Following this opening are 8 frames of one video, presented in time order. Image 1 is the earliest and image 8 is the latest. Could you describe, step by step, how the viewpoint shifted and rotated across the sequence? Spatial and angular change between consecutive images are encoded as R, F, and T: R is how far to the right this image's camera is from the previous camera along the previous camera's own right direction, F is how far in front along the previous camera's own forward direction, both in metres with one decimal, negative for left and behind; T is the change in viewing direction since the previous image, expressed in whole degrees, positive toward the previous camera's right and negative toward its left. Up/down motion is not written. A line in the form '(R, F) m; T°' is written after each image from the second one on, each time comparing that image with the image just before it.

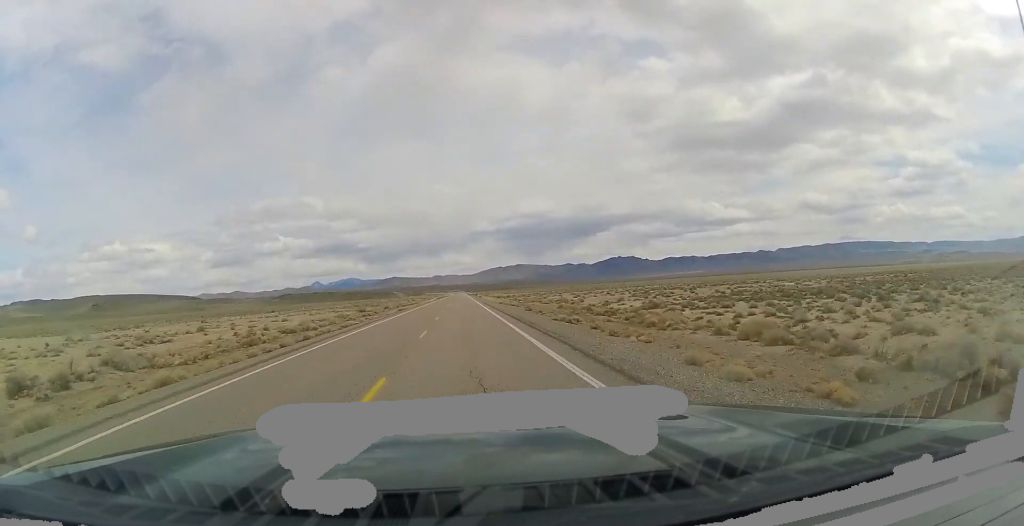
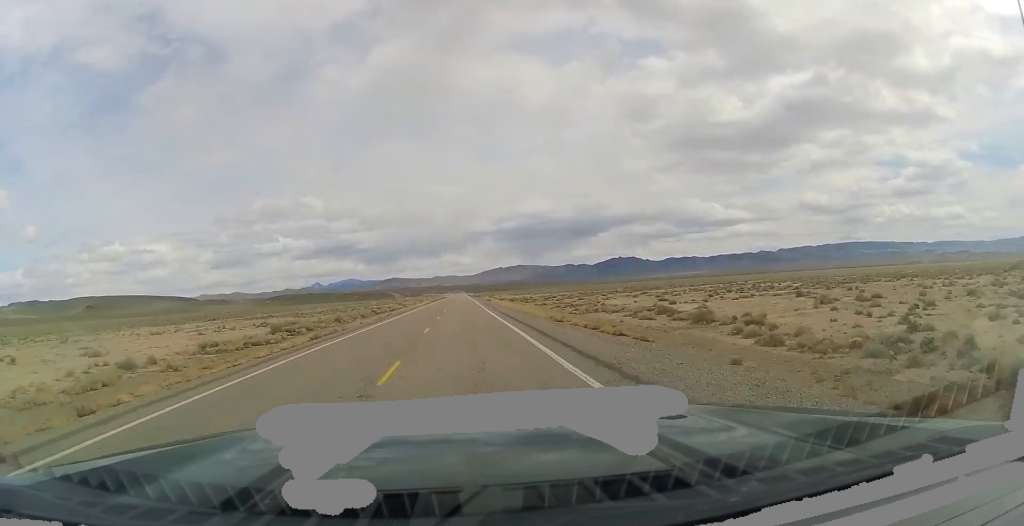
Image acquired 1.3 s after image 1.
(-0.2, +46.6) m; 0°
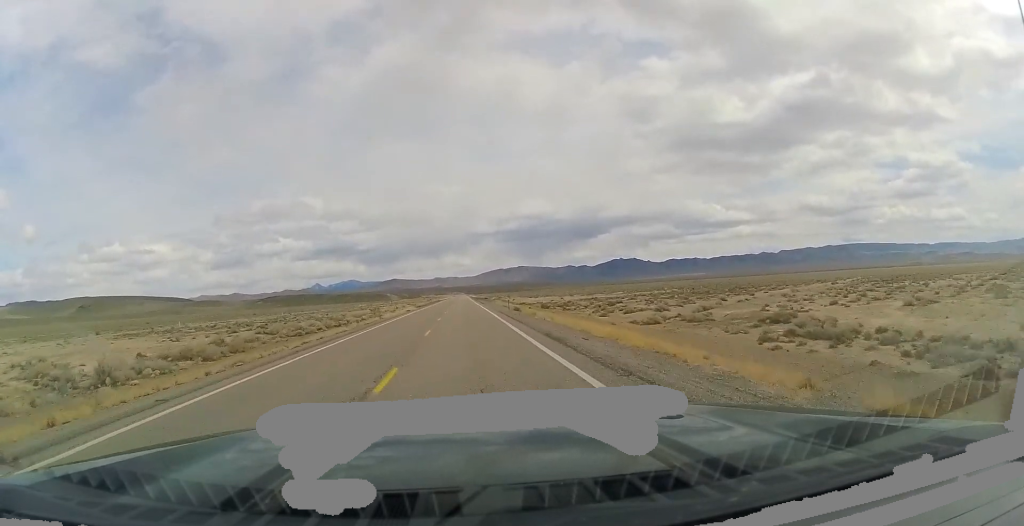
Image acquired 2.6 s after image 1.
(+0.4, +50.1) m; 0°
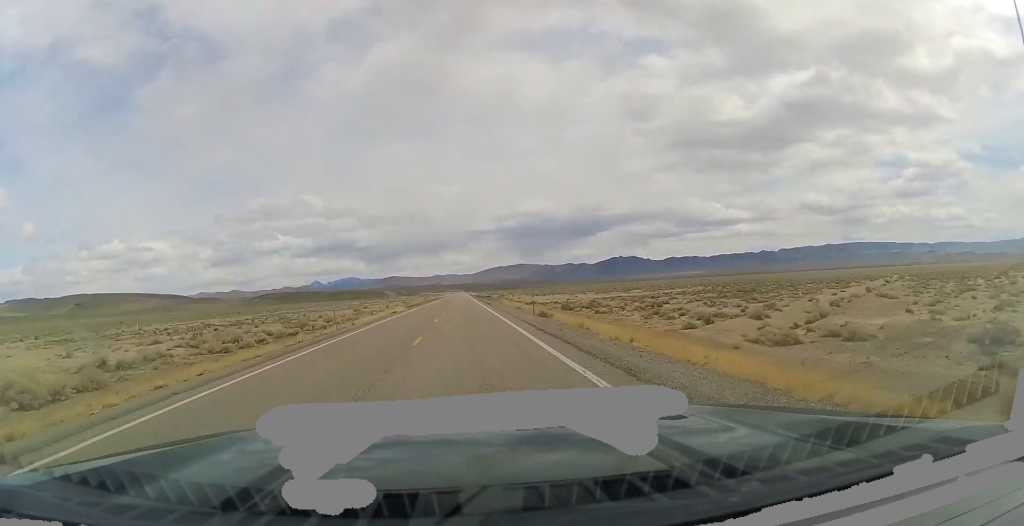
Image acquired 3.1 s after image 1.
(0.0, +17.1) m; 0°
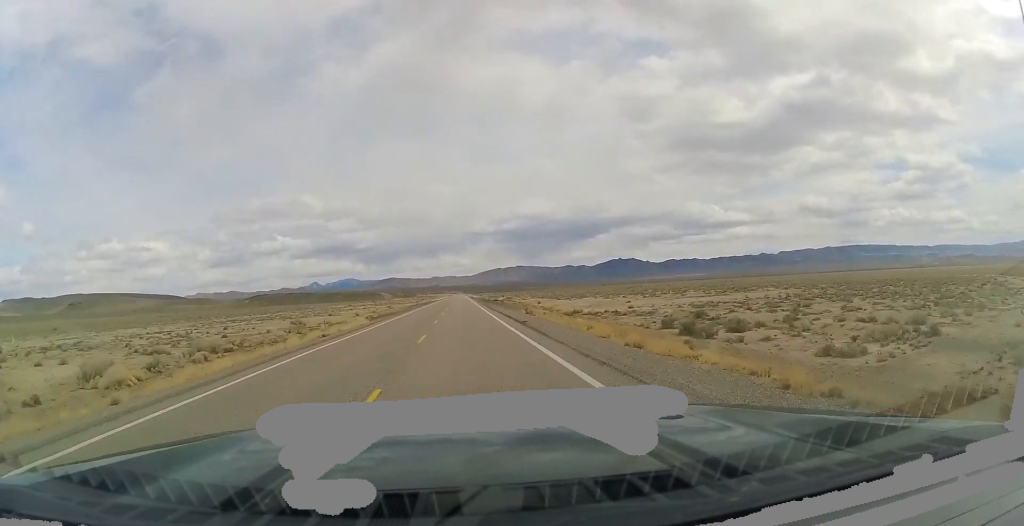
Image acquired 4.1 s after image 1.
(0.0, +35.3) m; 0°
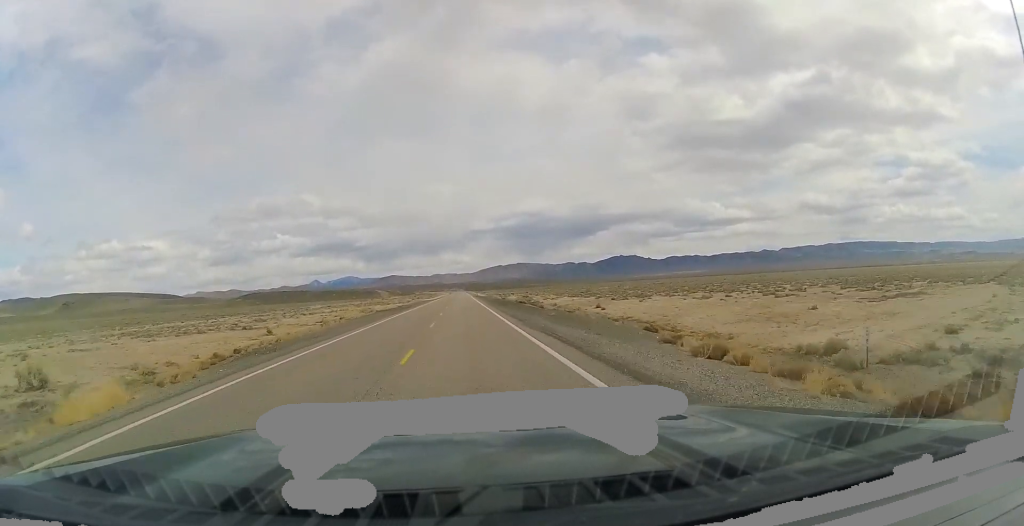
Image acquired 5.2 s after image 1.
(0.0, +42.6) m; 0°
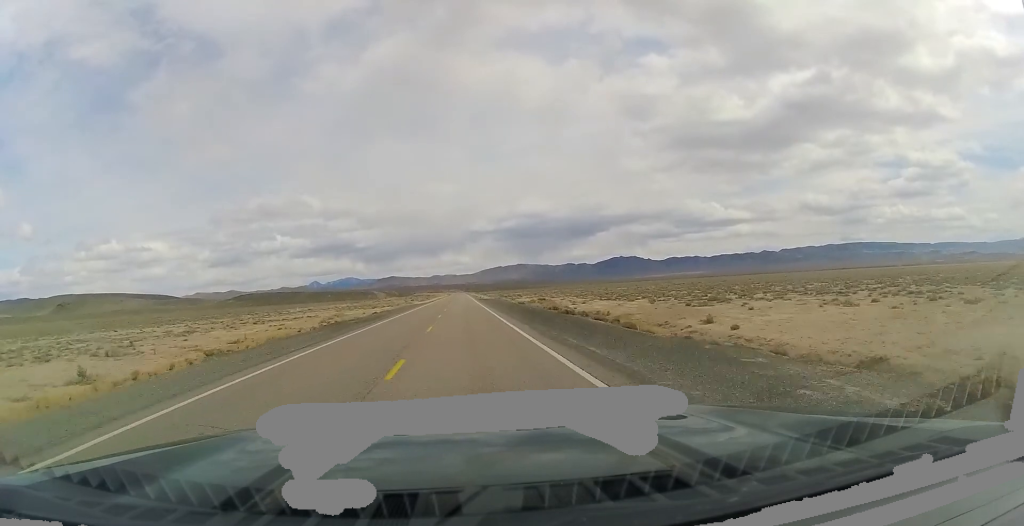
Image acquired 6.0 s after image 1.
(0.0, +26.7) m; 0°
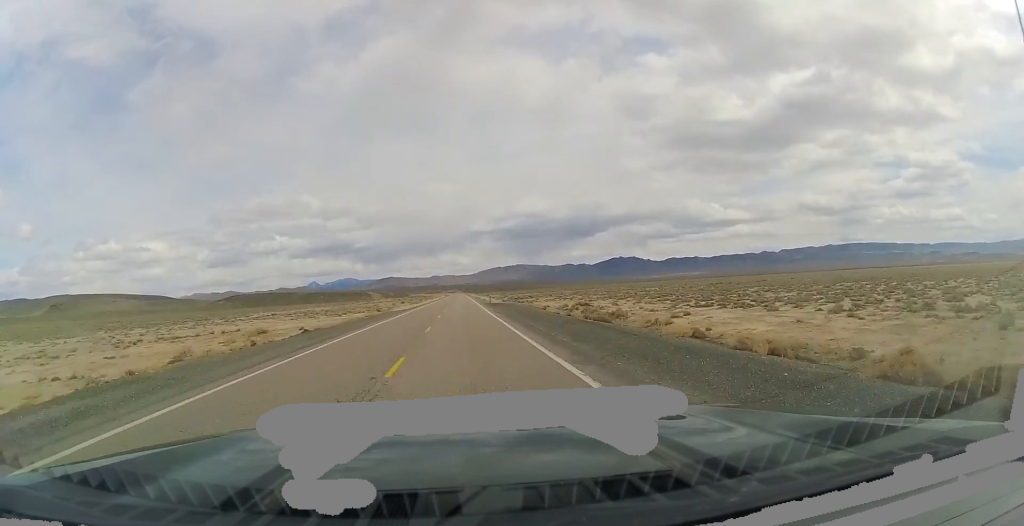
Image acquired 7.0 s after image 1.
(+0.1, +36.5) m; 0°
